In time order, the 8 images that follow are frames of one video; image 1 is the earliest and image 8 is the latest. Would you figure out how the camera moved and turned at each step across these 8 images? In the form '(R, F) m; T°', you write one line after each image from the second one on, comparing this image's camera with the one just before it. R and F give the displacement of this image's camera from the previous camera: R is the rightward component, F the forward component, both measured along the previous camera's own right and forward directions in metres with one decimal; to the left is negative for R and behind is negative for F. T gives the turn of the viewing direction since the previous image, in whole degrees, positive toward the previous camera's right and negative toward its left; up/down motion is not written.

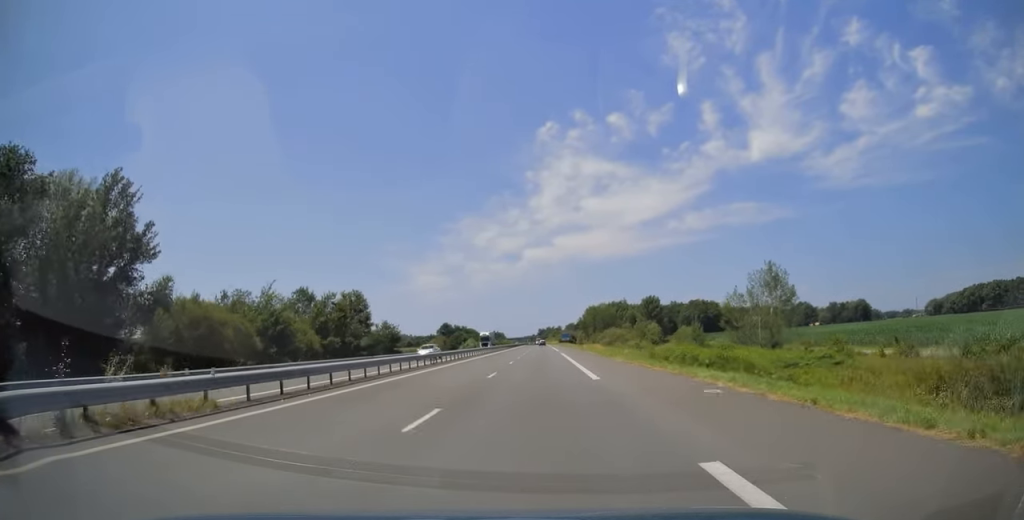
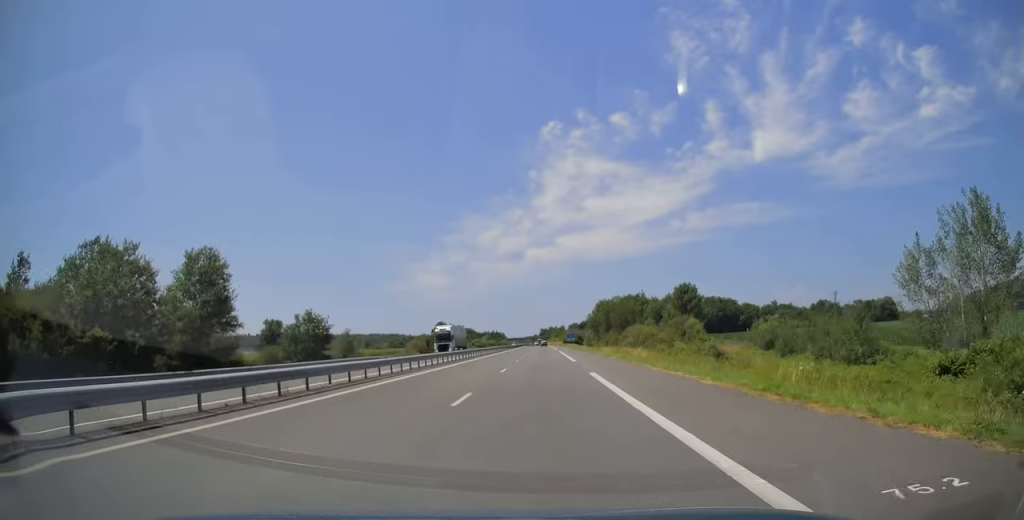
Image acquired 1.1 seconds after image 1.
(0.0, +36.4) m; 0°
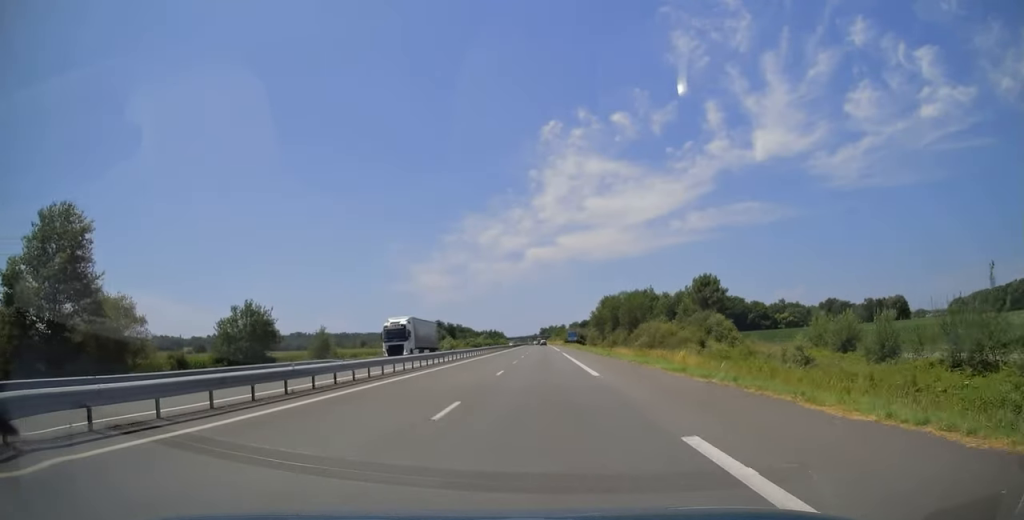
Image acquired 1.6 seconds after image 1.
(0.0, +15.5) m; 0°
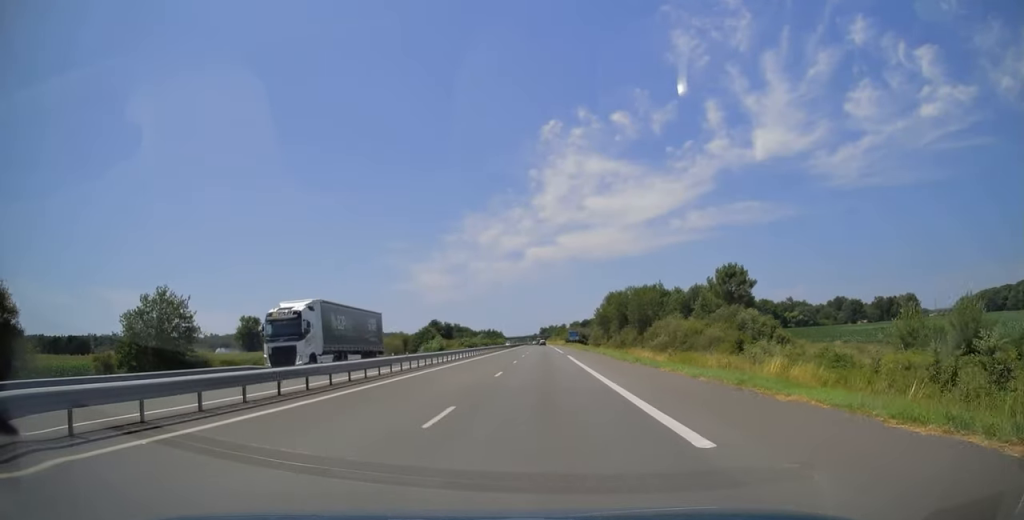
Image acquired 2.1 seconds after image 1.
(0.0, +14.4) m; 0°
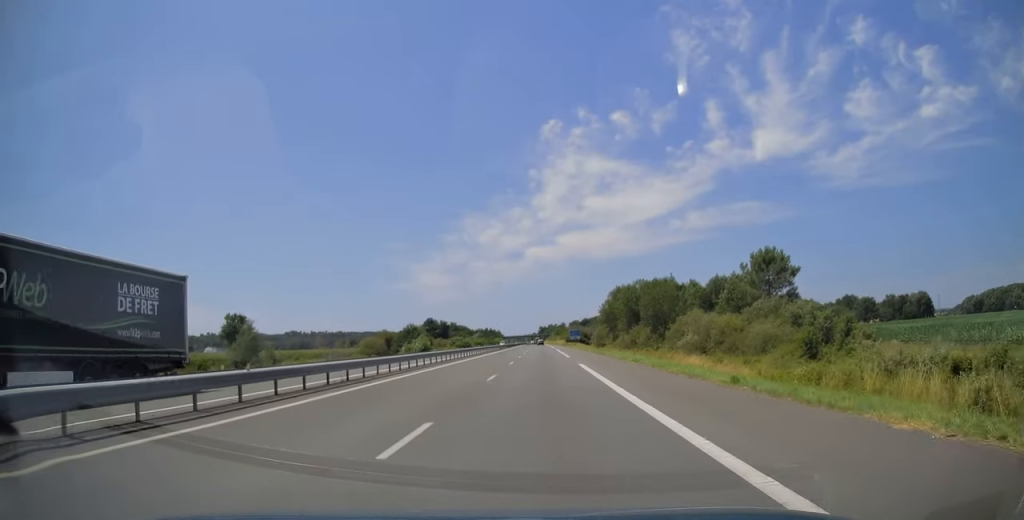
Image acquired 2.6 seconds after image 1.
(0.0, +16.0) m; 0°
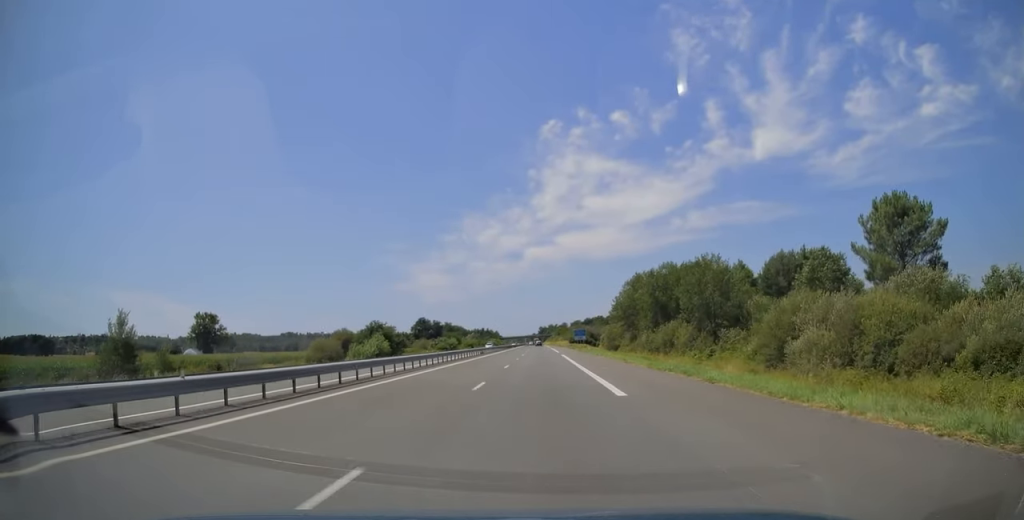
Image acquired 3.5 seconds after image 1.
(0.0, +30.5) m; 0°
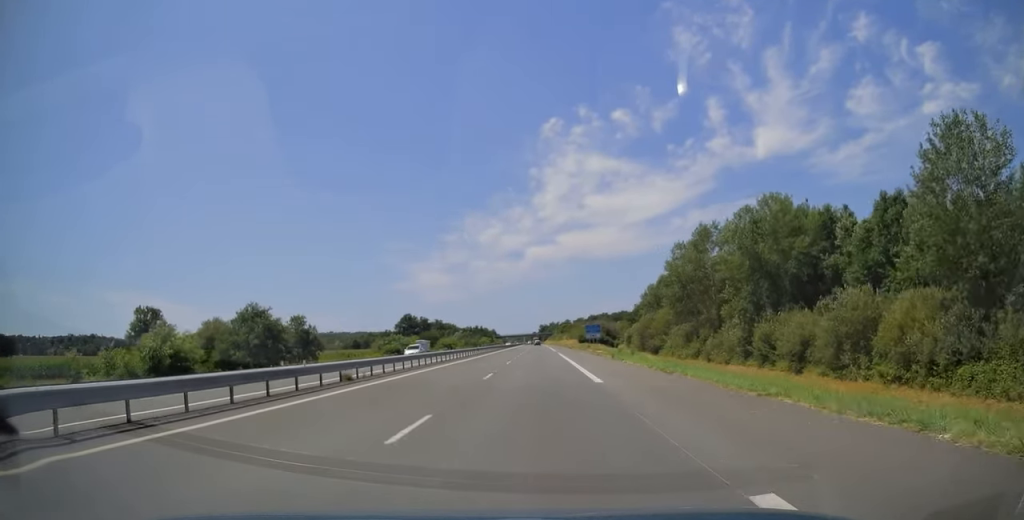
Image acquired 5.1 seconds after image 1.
(+0.1, +49.2) m; 0°
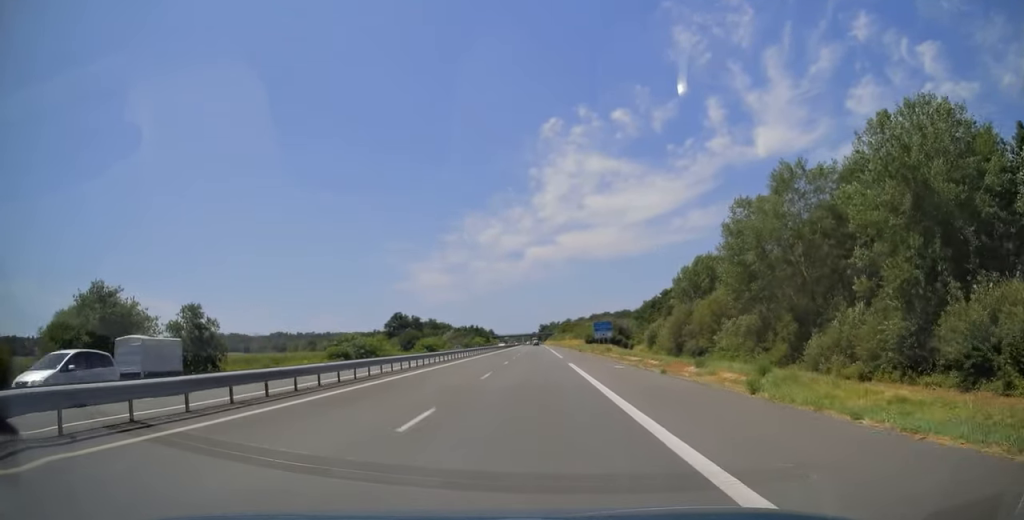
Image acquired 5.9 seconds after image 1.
(0.0, +25.7) m; 0°
